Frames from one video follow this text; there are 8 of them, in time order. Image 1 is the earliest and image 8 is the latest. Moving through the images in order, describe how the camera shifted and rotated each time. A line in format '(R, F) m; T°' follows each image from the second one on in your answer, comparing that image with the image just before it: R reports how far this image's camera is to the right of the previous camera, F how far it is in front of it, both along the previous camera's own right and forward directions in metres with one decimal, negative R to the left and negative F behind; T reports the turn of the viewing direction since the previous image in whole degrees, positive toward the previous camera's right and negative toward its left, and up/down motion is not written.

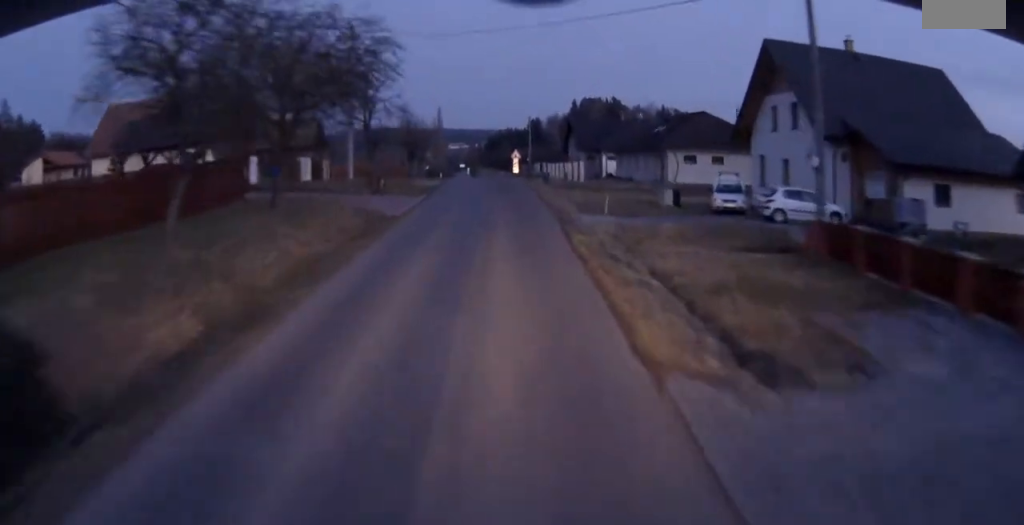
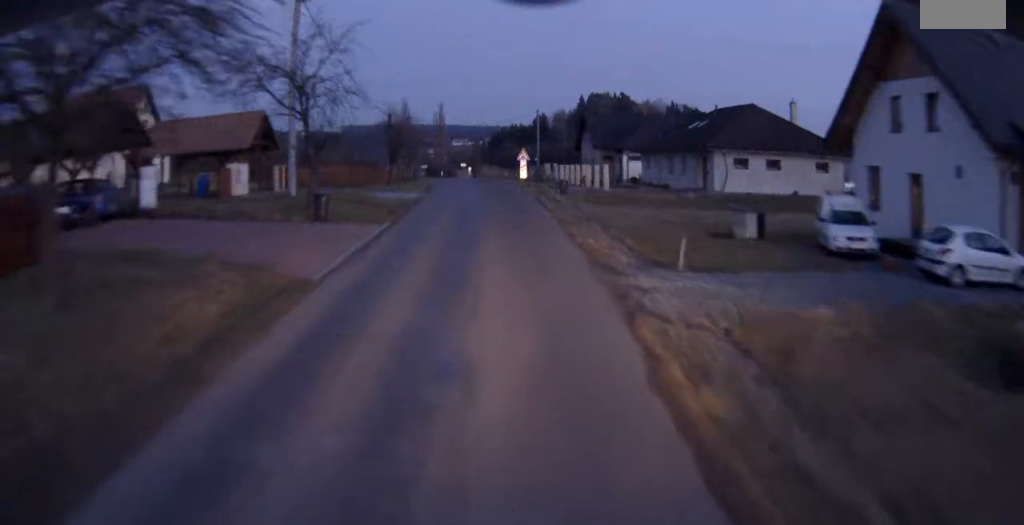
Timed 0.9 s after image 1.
(+0.1, +12.4) m; 0°
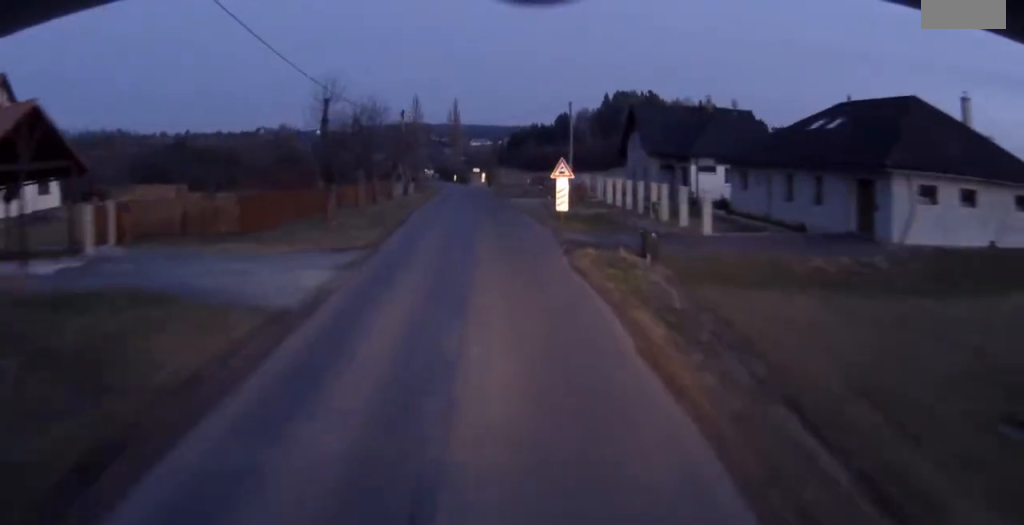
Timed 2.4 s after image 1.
(-0.6, +21.5) m; -6°
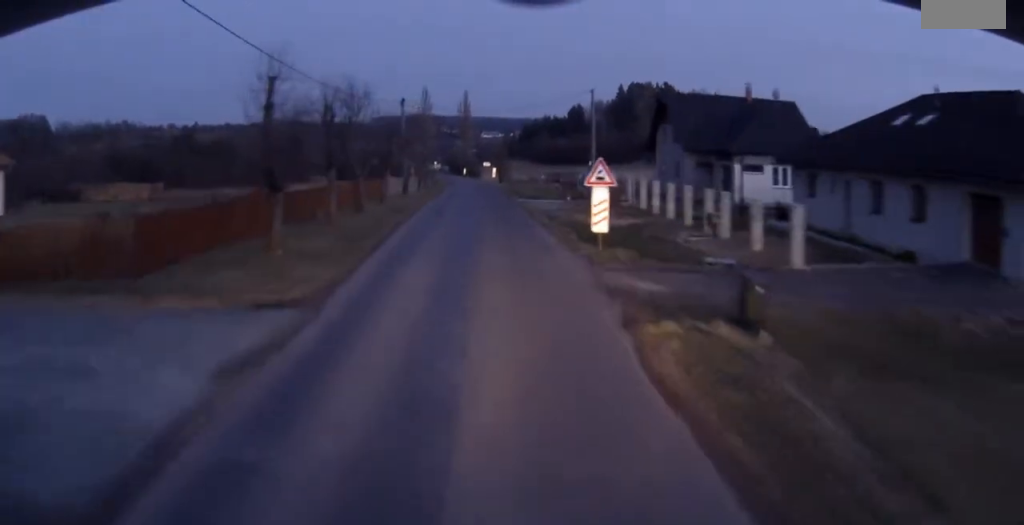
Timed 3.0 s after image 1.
(-0.3, +7.6) m; 0°
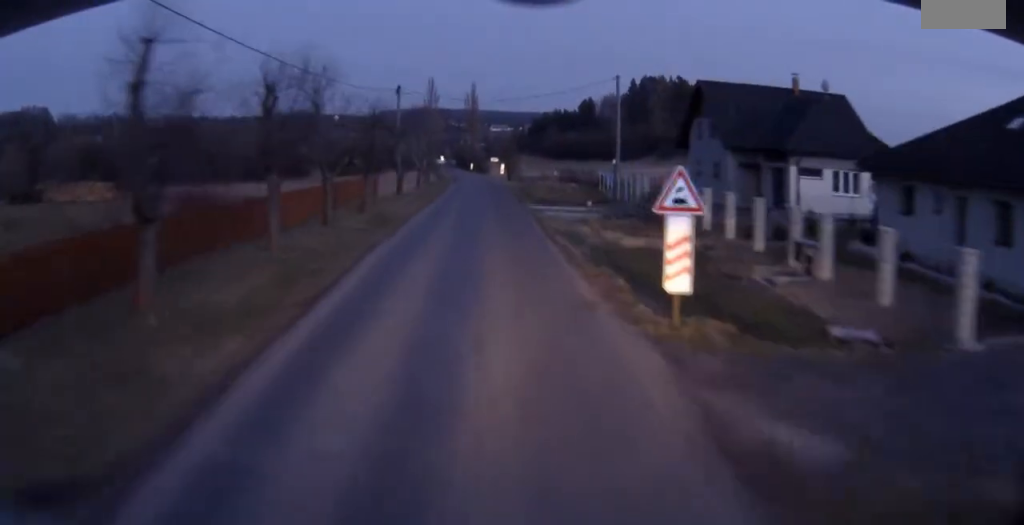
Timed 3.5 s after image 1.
(-0.2, +8.1) m; 0°
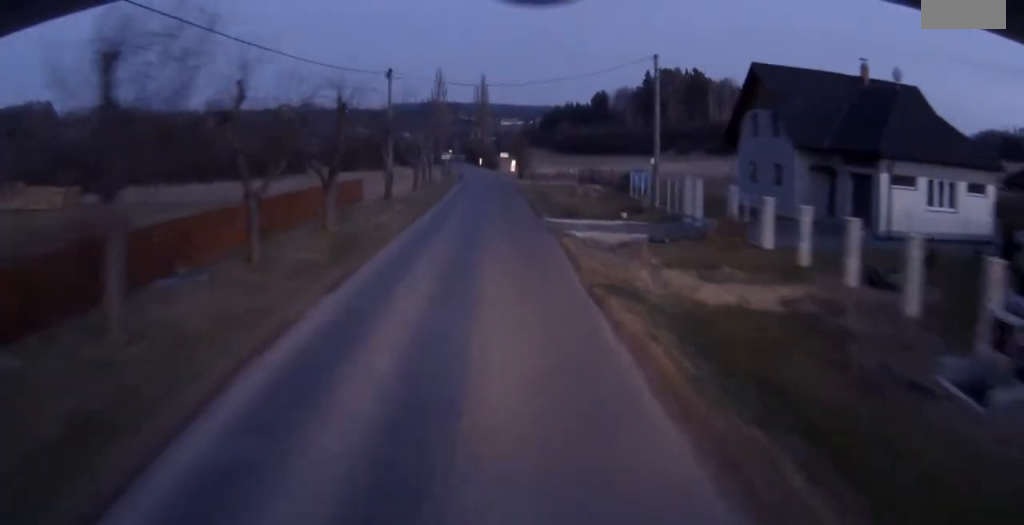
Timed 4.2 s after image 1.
(+0.3, +9.2) m; +1°
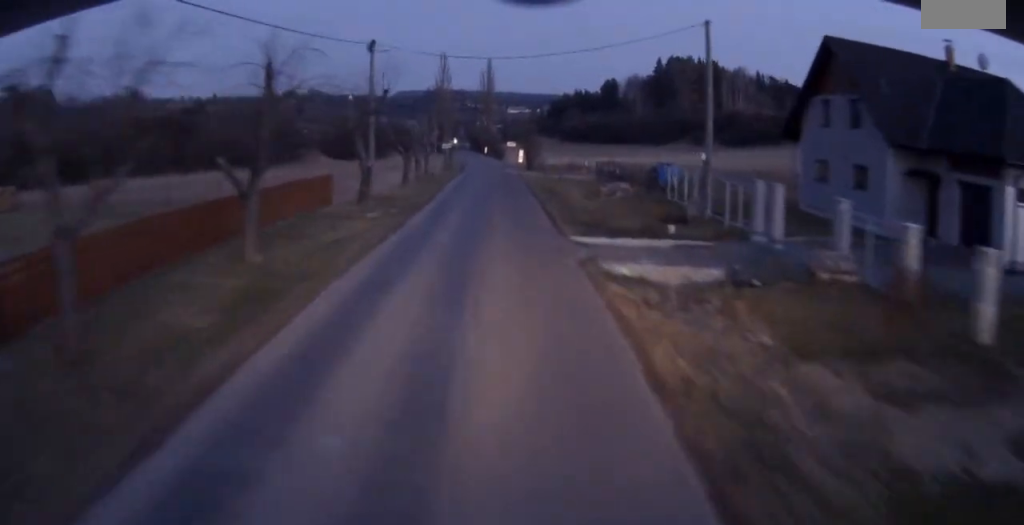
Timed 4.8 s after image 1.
(+0.1, +8.7) m; +1°
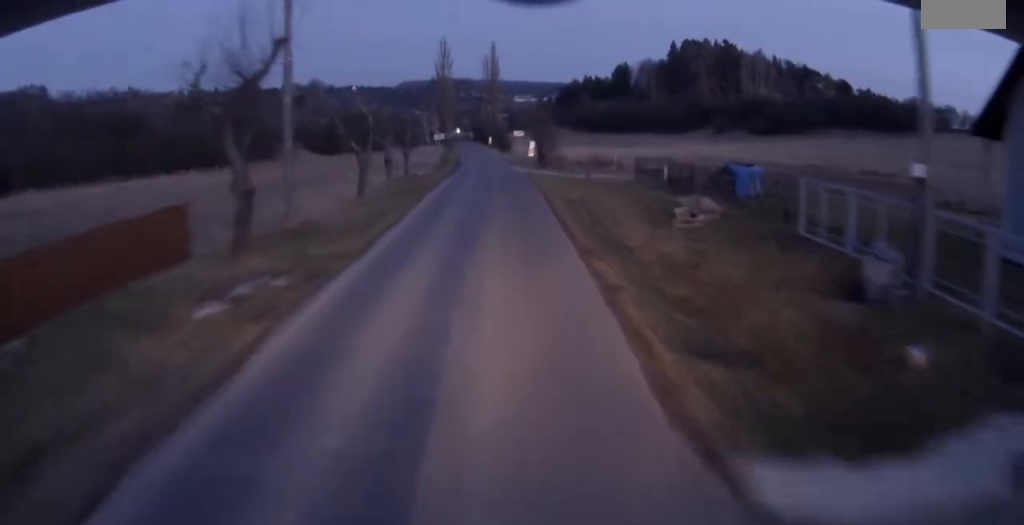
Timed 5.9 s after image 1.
(0.0, +16.1) m; 0°
